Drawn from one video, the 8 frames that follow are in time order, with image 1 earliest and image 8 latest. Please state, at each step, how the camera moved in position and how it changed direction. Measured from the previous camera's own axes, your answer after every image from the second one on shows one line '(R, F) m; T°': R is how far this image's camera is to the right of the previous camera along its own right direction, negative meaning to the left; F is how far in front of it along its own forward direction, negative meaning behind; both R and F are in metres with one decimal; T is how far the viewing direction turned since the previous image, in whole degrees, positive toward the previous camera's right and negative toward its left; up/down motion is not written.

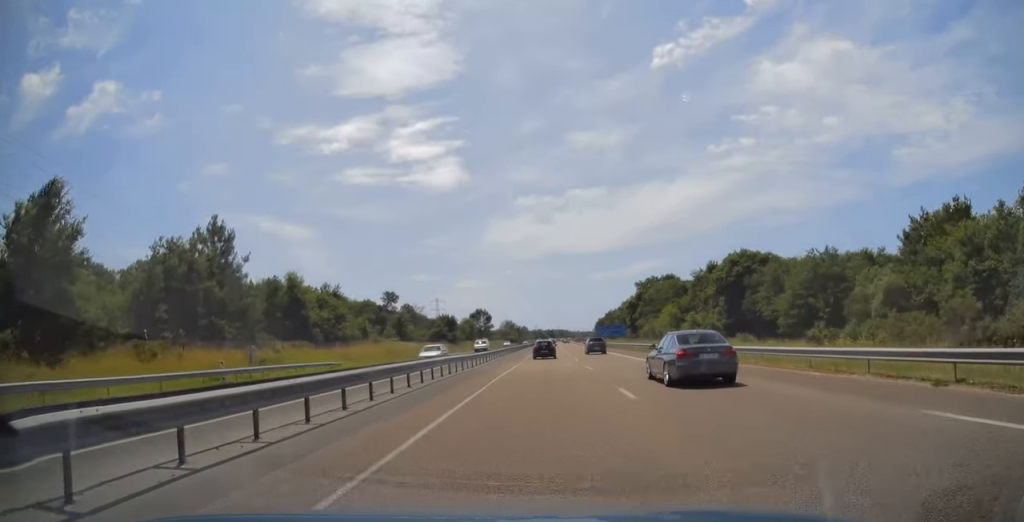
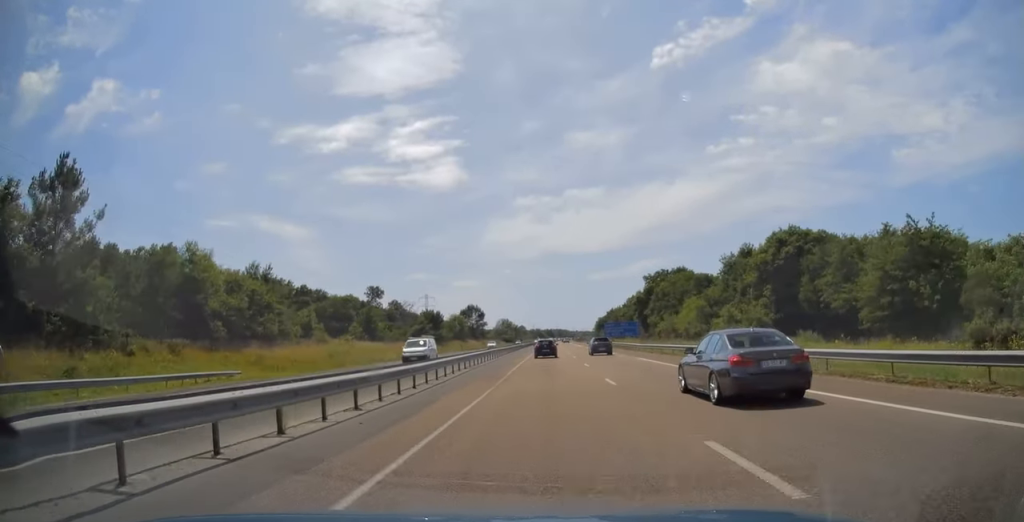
(0.0, +21.0) m; 0°
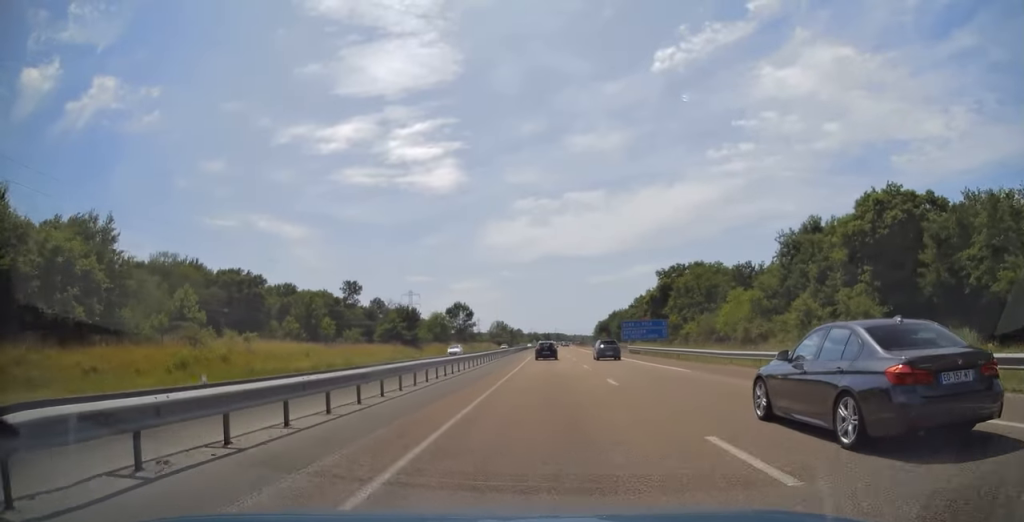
(0.0, +25.6) m; 0°
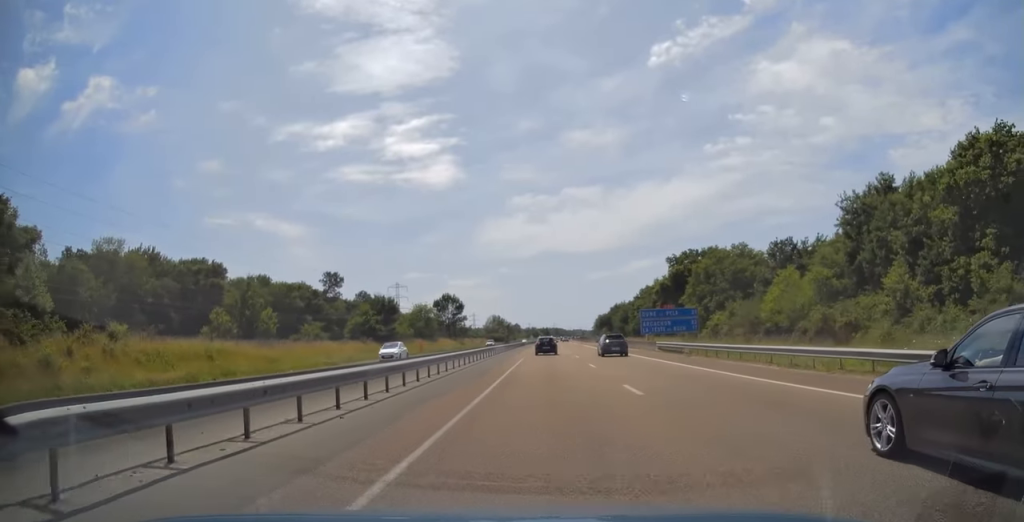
(0.0, +17.3) m; 0°
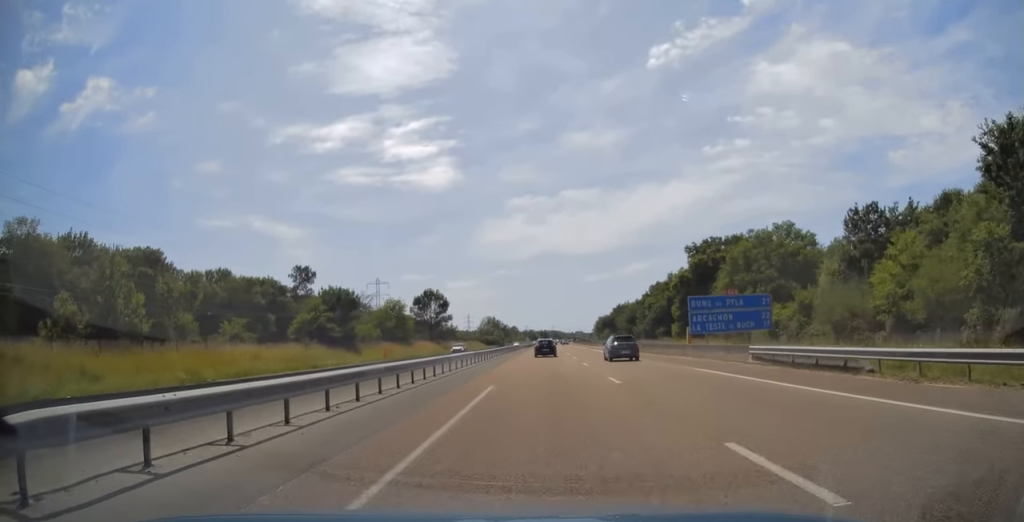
(0.0, +22.3) m; 0°
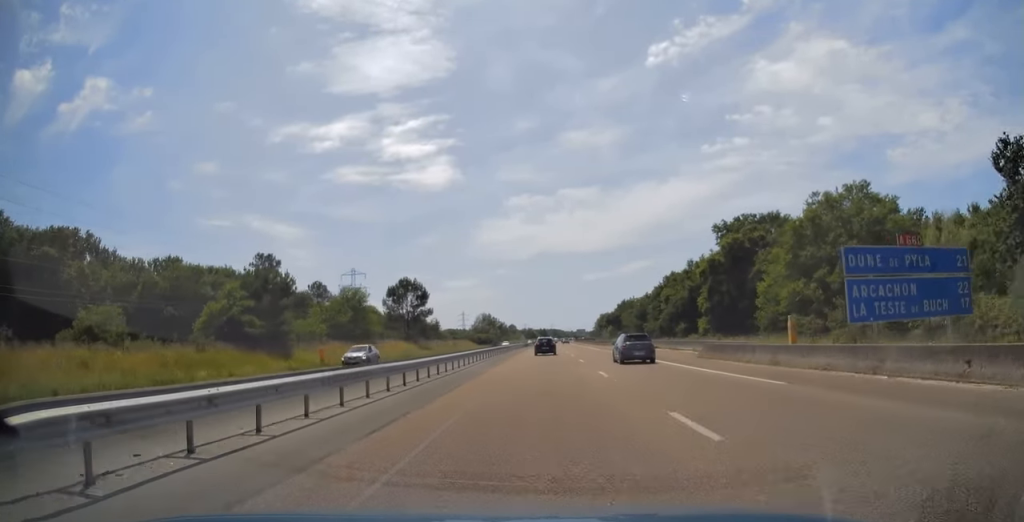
(0.0, +22.9) m; 0°
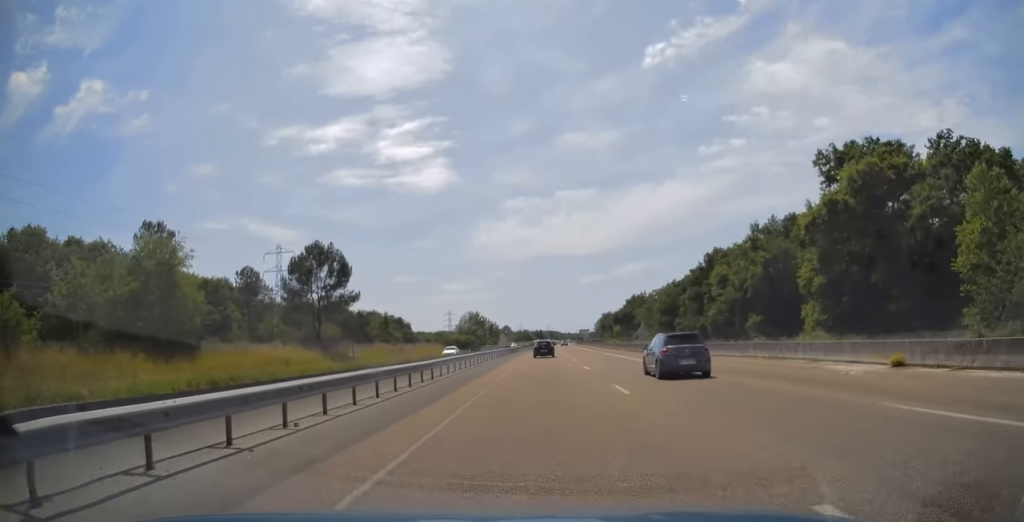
(+0.2, +44.6) m; 0°
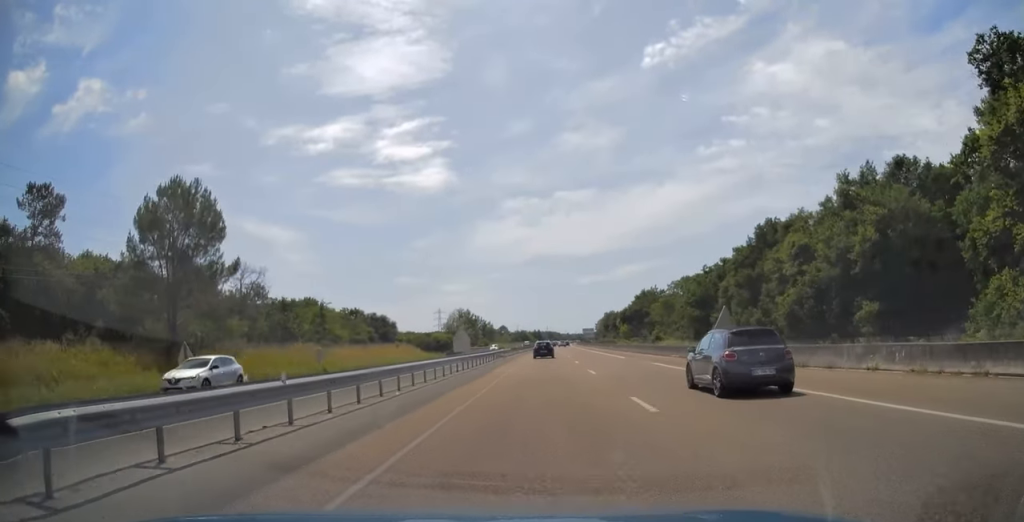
(-0.1, +29.5) m; 0°
